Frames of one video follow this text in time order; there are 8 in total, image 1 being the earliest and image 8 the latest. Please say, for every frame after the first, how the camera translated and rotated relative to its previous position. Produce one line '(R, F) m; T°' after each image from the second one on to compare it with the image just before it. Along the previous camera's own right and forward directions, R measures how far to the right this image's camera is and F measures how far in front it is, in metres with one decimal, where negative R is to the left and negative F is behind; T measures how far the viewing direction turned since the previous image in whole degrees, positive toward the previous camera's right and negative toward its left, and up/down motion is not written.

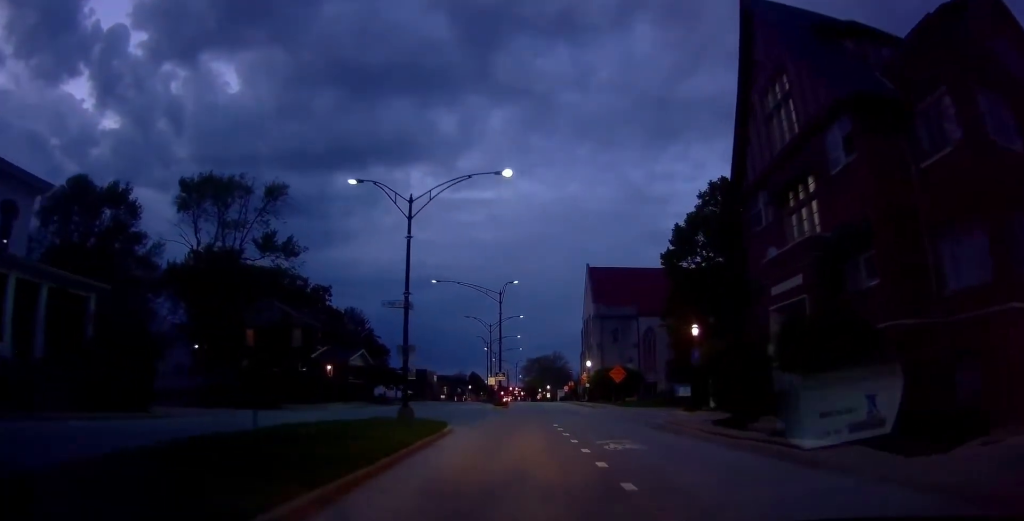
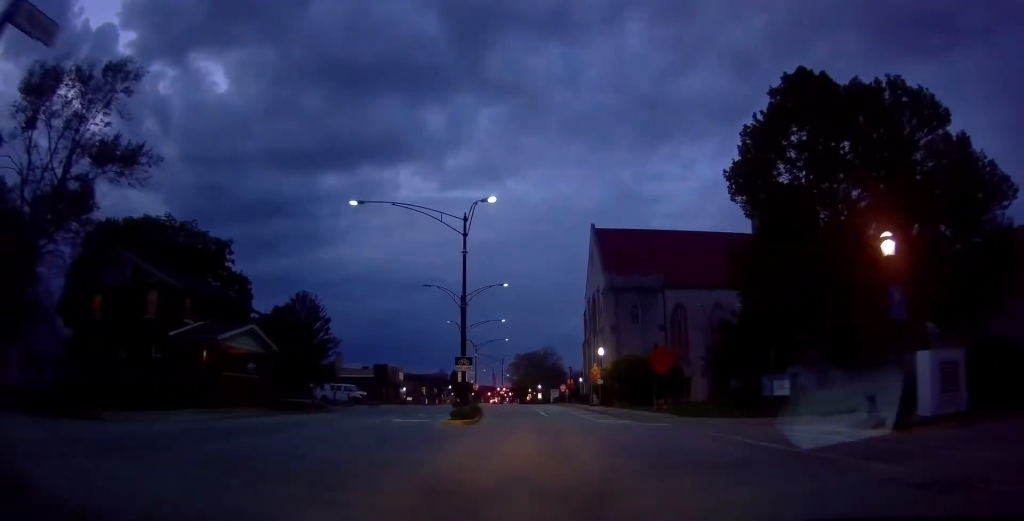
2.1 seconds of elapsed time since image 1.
(0.0, +20.1) m; 0°
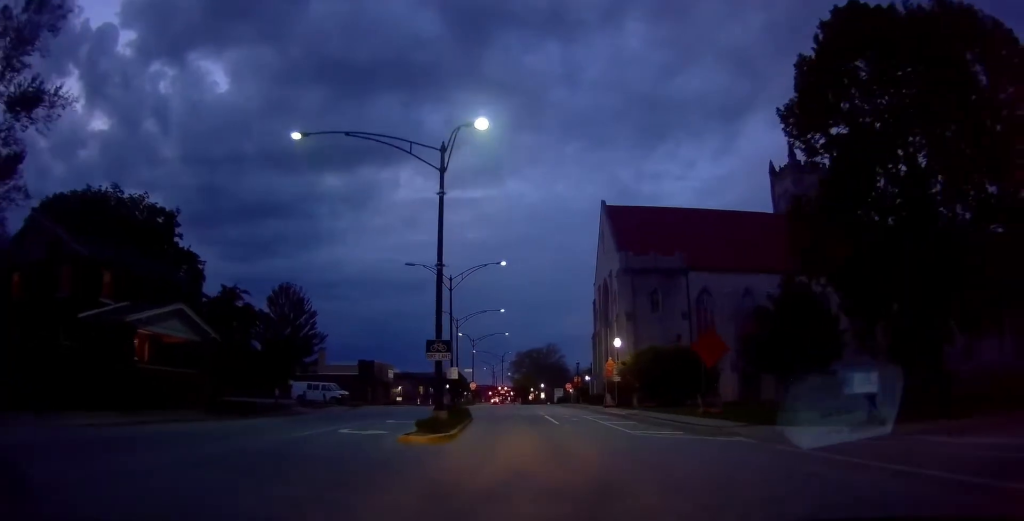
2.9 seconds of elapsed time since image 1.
(0.0, +7.9) m; 0°
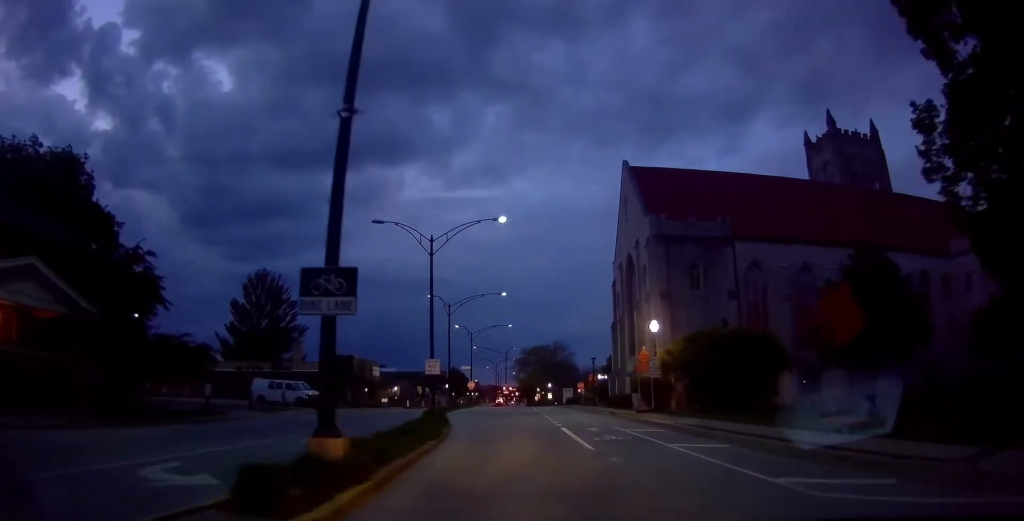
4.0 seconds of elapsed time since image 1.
(0.0, +10.7) m; -5°
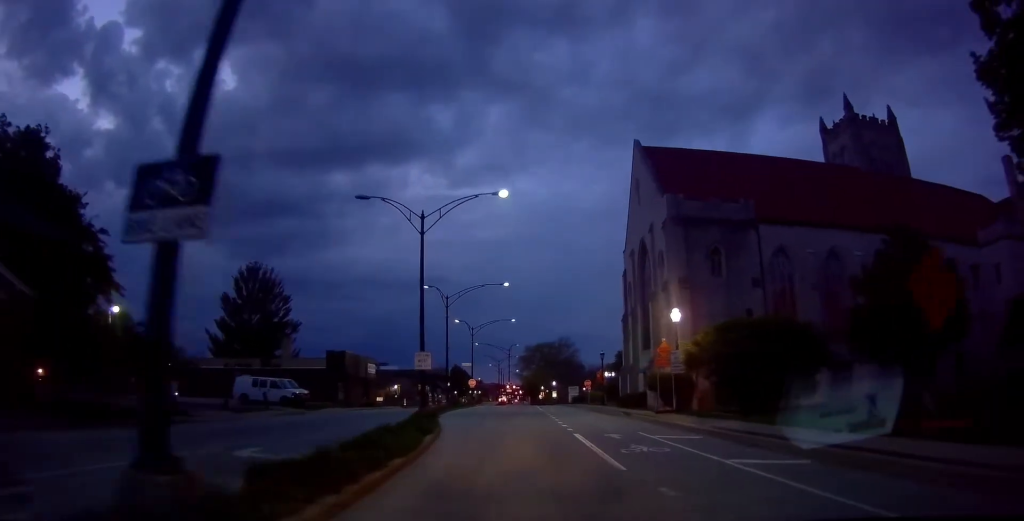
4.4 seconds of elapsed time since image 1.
(-0.3, +3.7) m; 0°
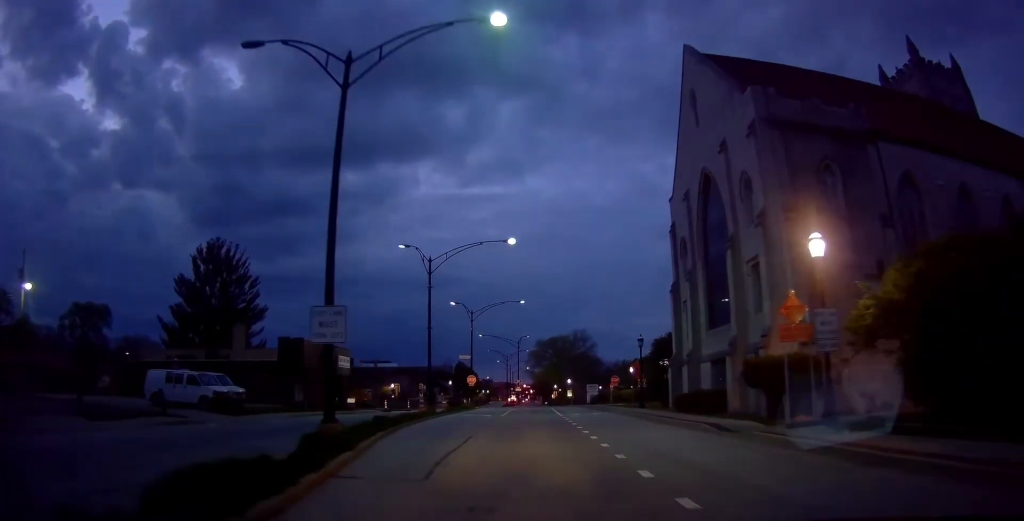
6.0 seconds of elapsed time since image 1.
(+0.2, +13.9) m; +4°
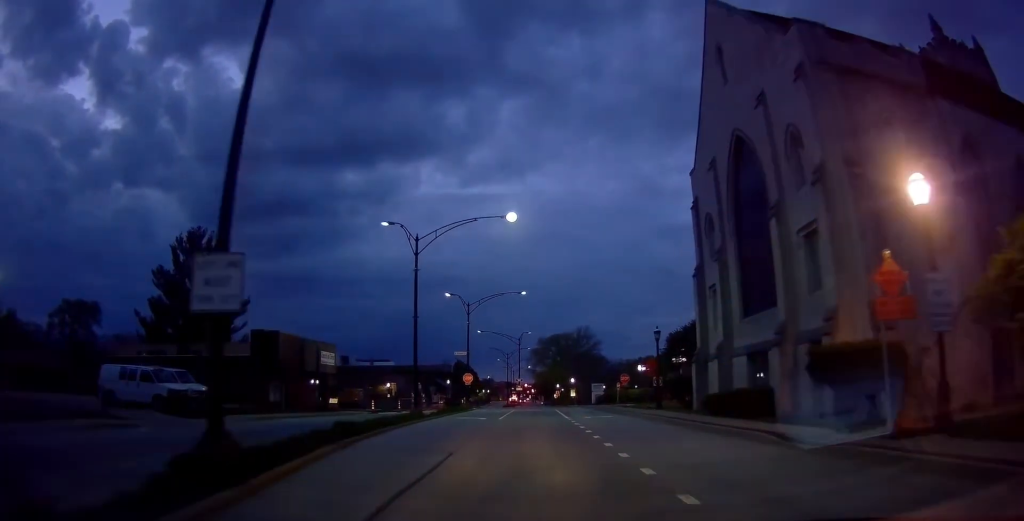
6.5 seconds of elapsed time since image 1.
(0.0, +4.7) m; 0°
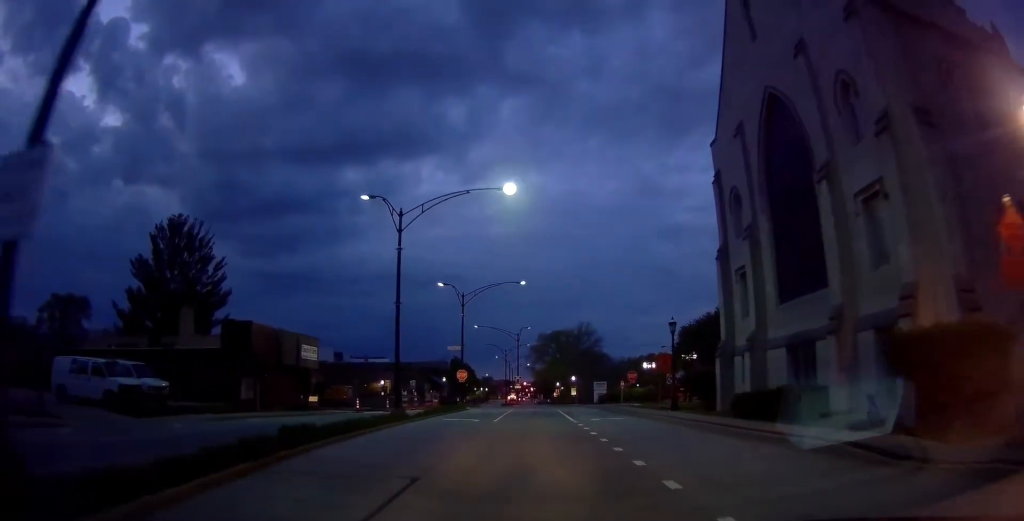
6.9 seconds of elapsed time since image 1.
(0.0, +3.8) m; 0°
